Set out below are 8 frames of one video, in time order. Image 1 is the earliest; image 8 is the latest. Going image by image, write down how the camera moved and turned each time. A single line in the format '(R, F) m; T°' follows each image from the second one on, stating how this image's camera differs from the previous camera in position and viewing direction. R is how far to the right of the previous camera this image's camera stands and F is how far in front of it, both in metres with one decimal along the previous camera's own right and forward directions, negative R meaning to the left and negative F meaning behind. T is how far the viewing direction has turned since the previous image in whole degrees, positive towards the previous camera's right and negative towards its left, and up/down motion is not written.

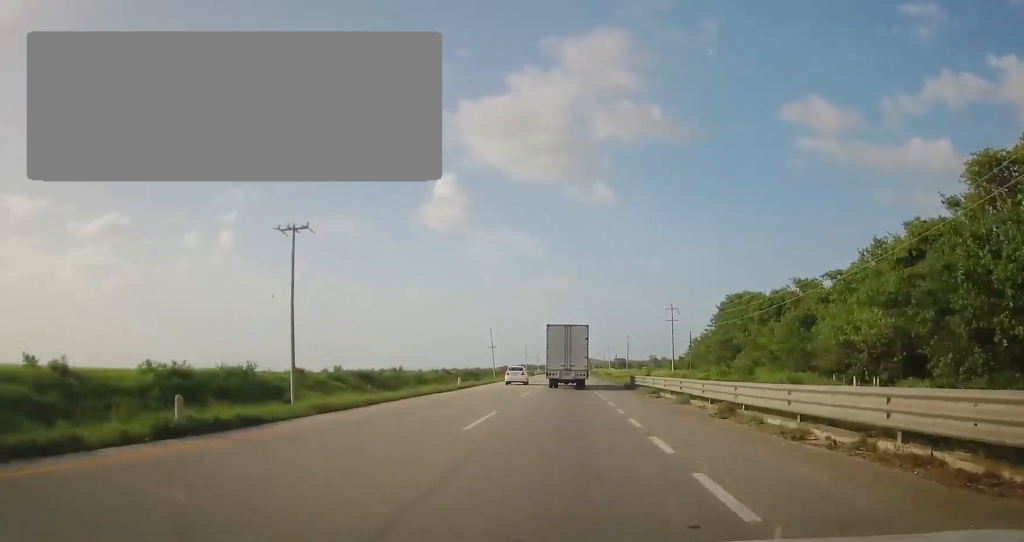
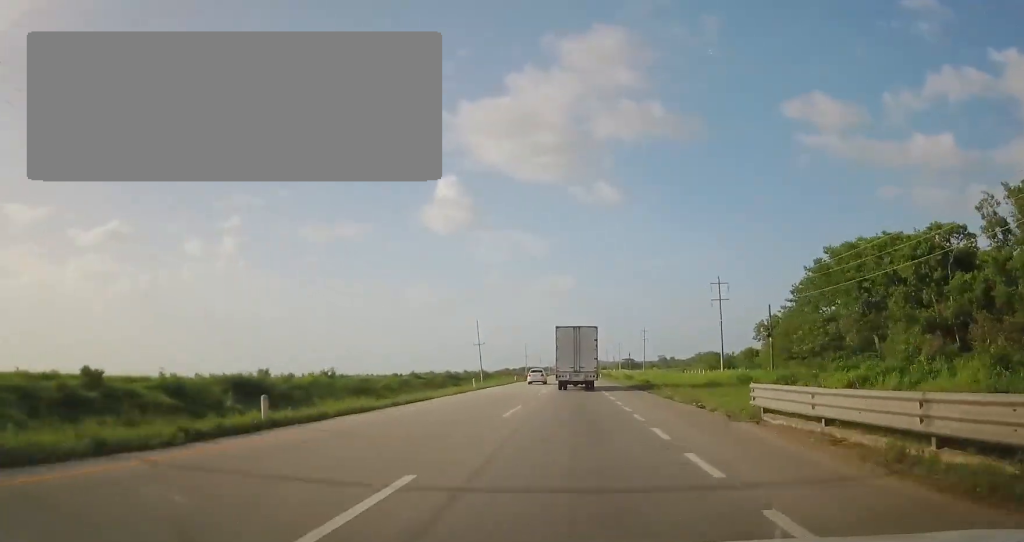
(+0.2, +27.0) m; -1°
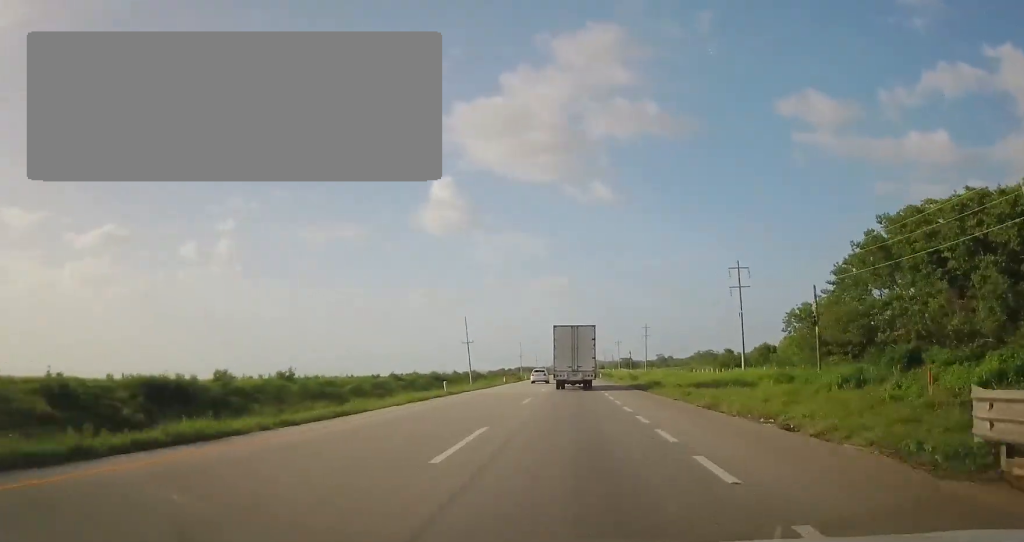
(-0.2, +9.2) m; 0°
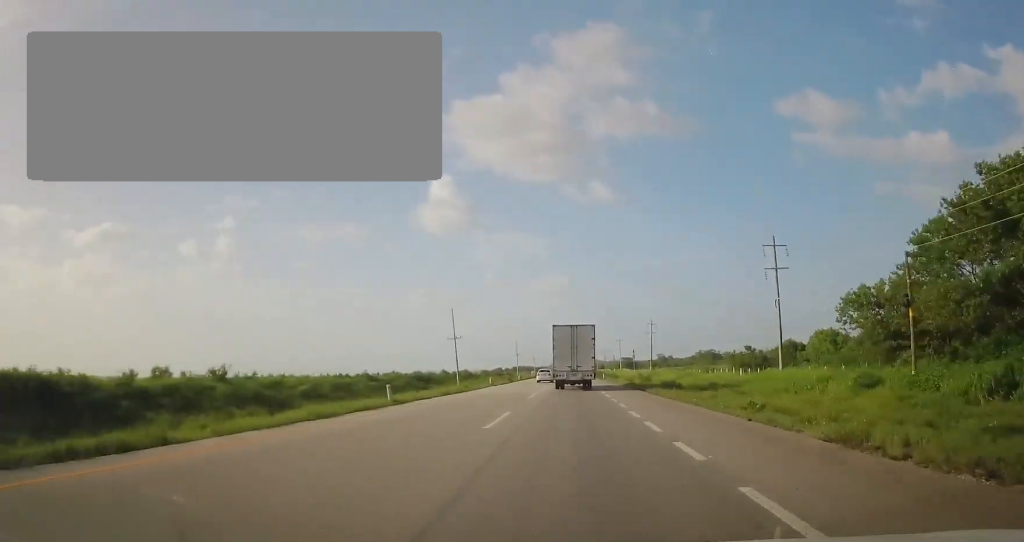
(-0.3, +10.6) m; 0°
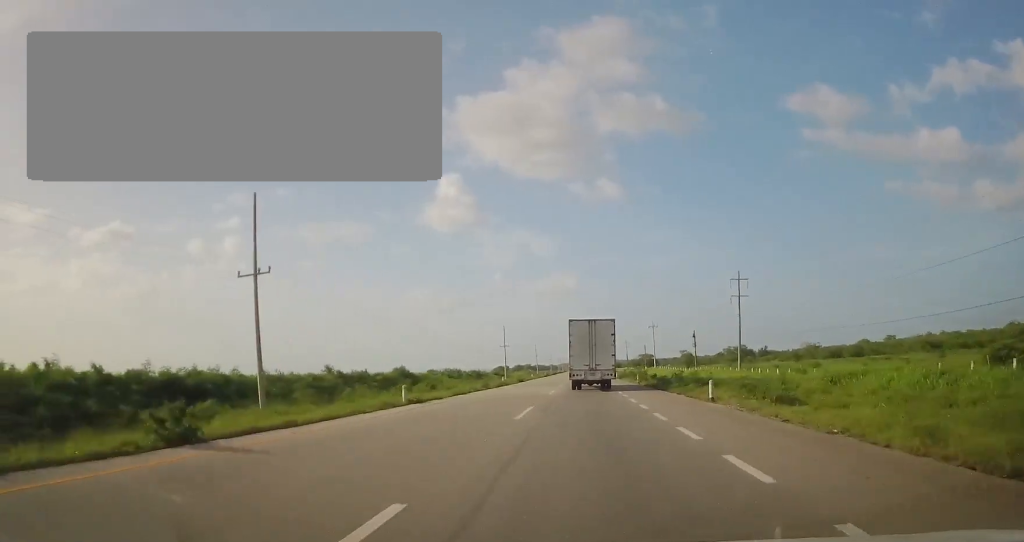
(+0.9, +60.5) m; 0°
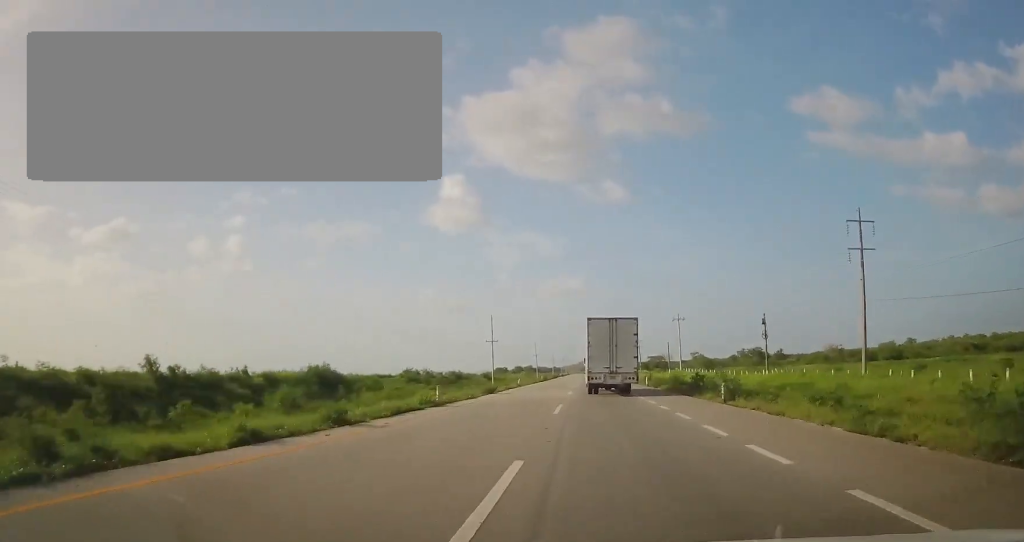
(-0.1, +27.7) m; 0°
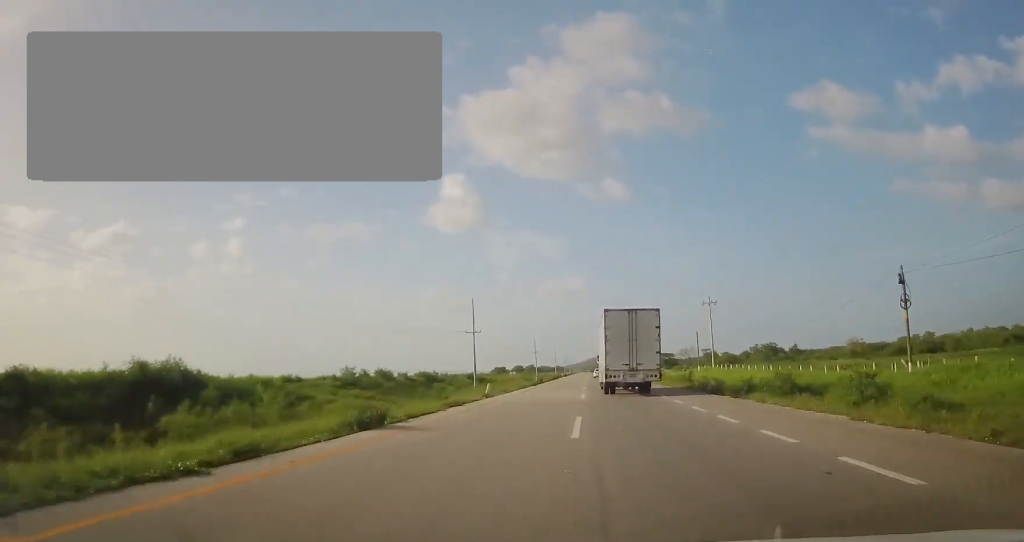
(0.0, +23.1) m; -1°
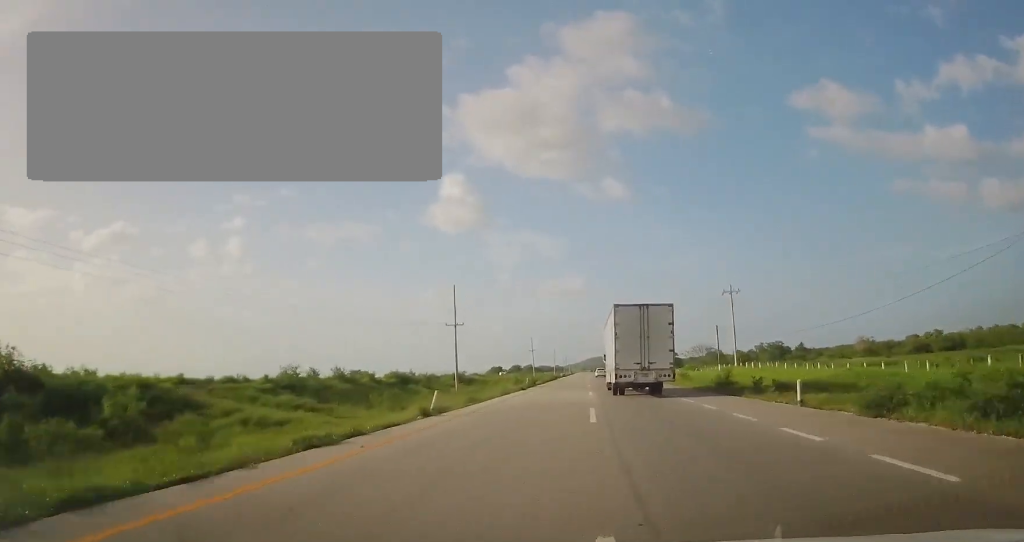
(-0.1, +12.7) m; 0°
